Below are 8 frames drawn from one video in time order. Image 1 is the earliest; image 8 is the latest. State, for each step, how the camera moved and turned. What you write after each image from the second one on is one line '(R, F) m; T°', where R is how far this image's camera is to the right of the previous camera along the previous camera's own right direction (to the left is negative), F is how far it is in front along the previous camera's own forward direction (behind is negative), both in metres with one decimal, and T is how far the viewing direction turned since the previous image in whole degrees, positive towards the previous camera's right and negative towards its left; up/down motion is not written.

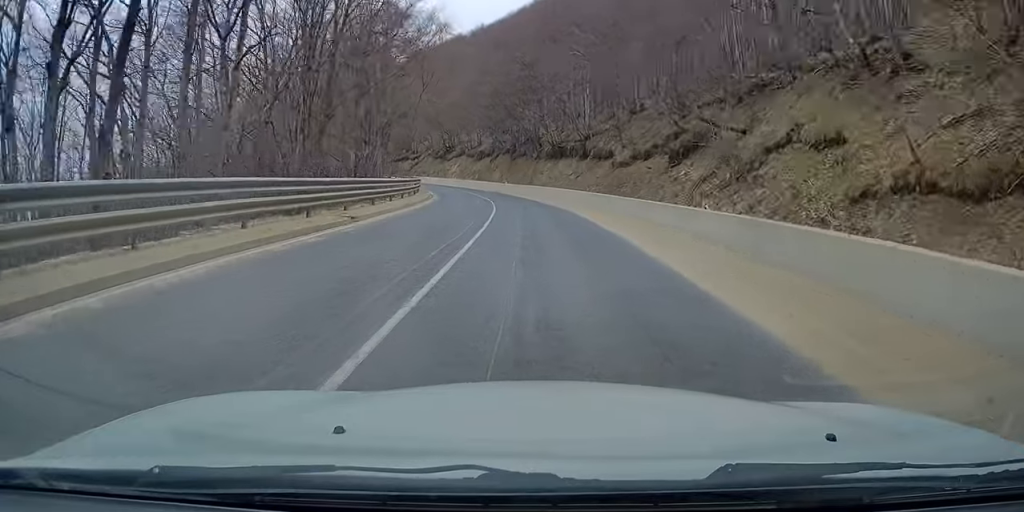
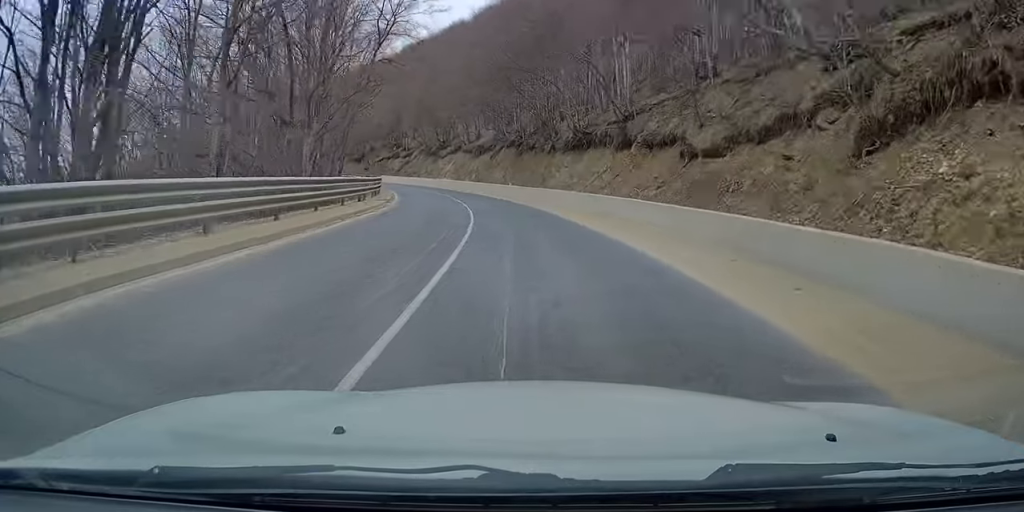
(+0.5, +18.3) m; 0°
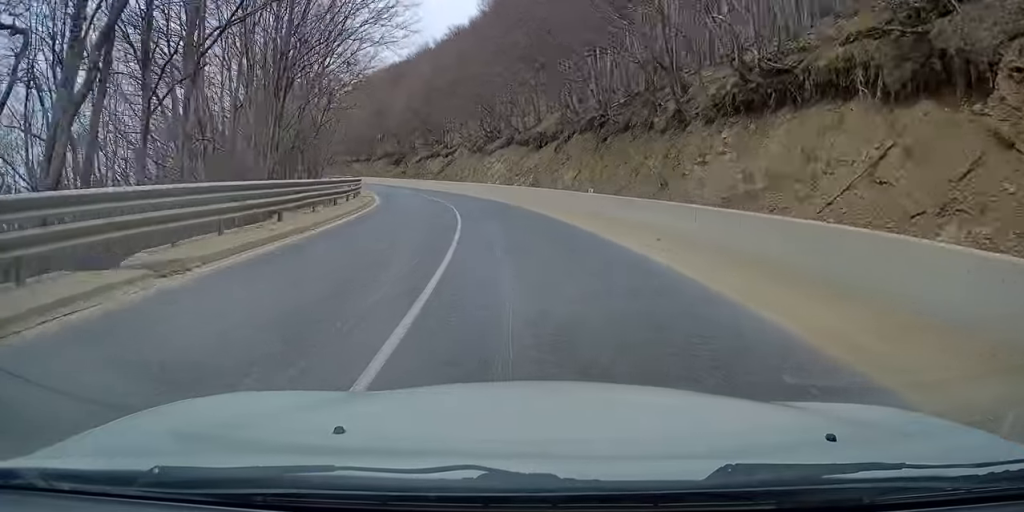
(-1.3, +24.1) m; -7°
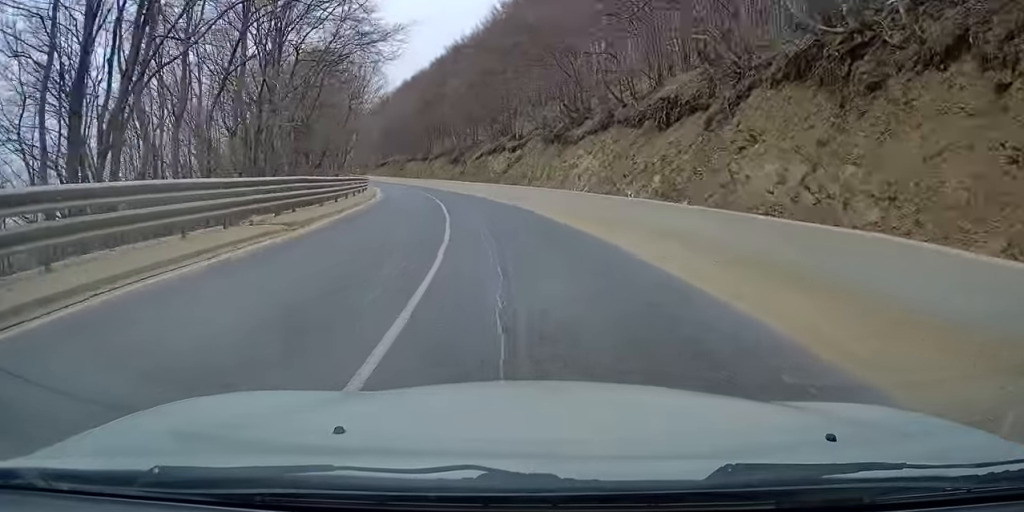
(-1.5, +22.4) m; -8°
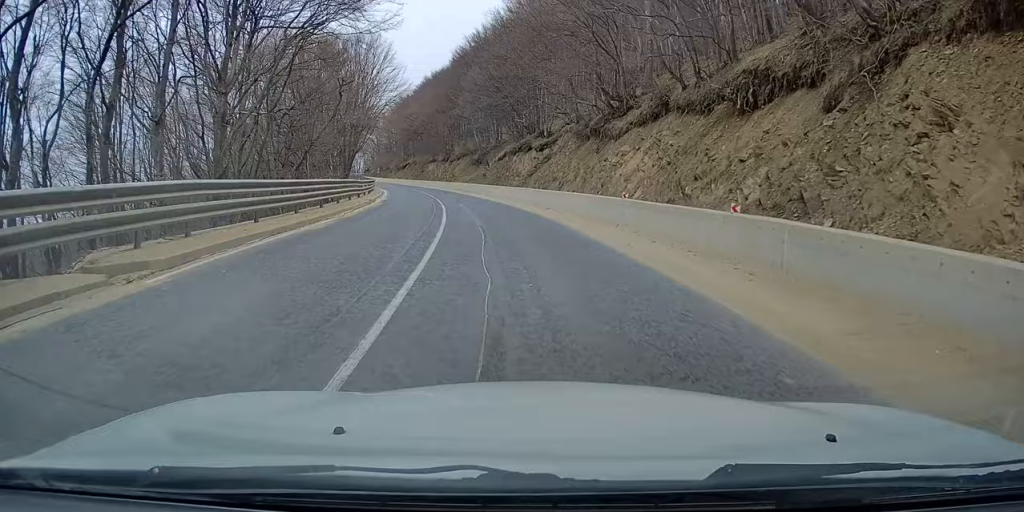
(-0.2, +7.6) m; -3°
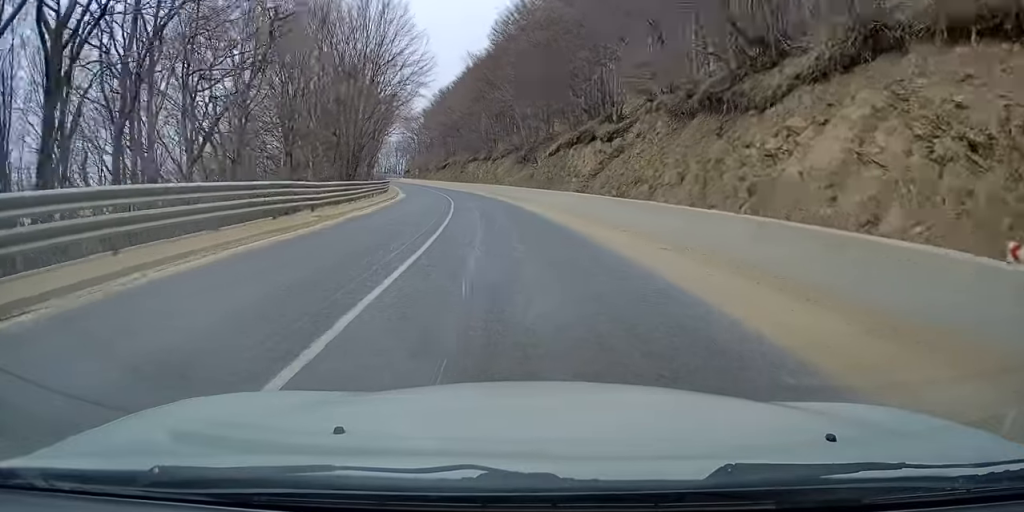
(-0.6, +14.6) m; -5°
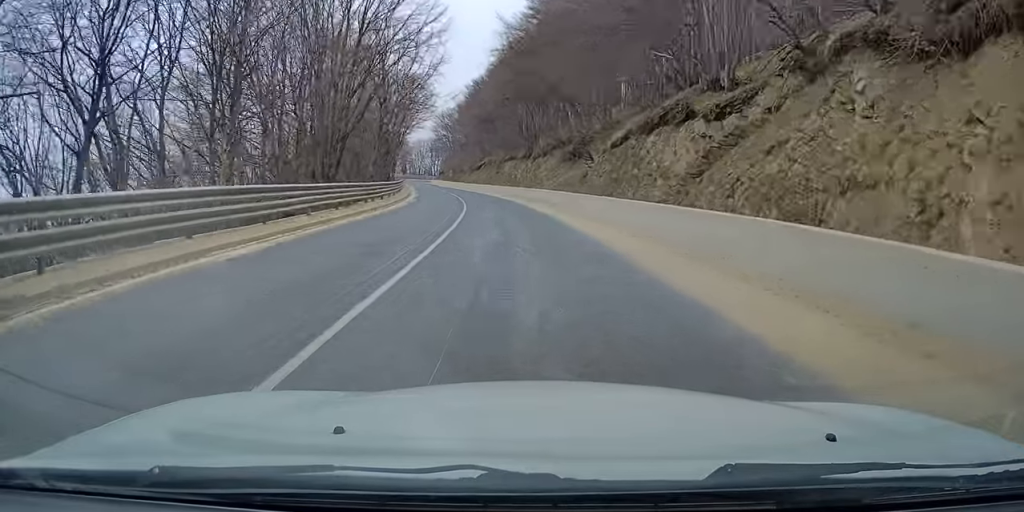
(-0.6, +13.7) m; -2°
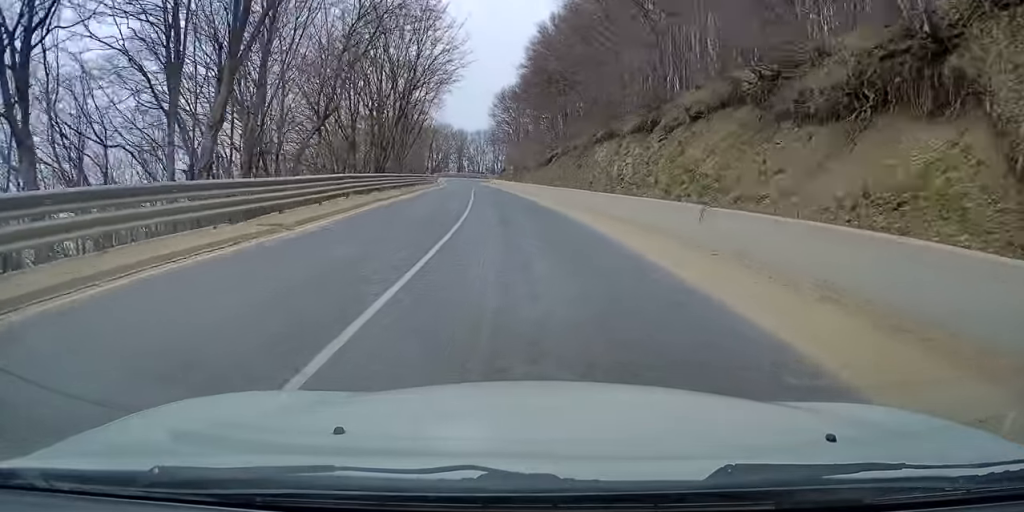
(-1.0, +34.3) m; -5°
